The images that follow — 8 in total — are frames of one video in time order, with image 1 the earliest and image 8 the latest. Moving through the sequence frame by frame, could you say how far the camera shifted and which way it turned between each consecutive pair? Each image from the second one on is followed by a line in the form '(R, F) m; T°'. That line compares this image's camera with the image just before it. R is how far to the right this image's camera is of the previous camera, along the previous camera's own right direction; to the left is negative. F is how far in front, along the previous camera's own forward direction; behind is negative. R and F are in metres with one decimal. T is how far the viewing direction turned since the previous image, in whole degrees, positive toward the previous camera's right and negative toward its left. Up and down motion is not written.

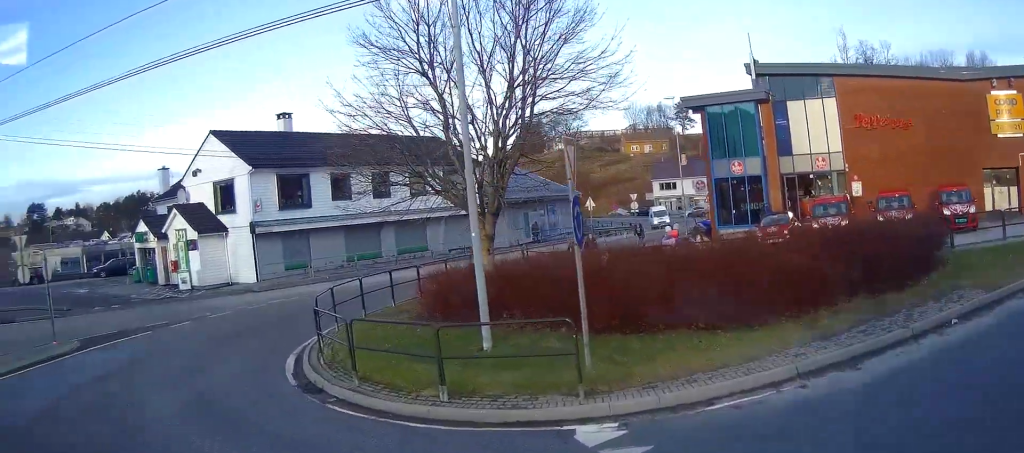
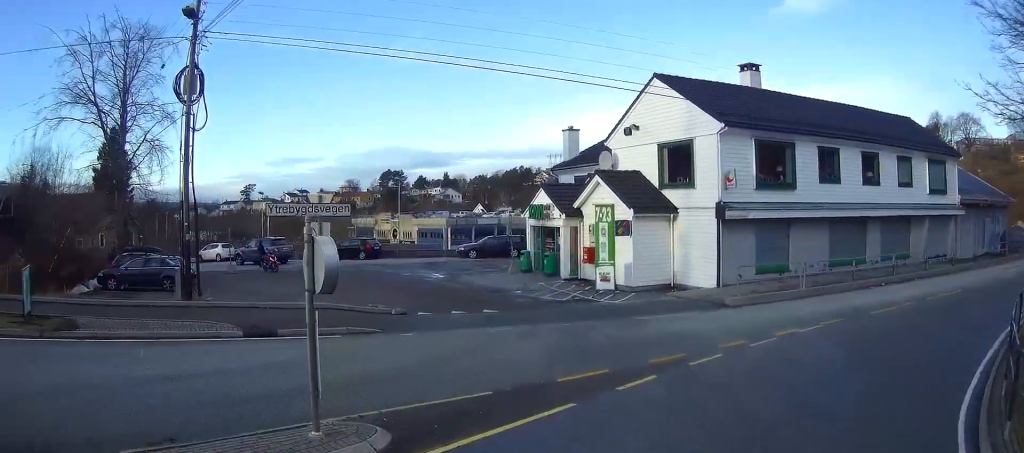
(-2.7, +9.6) m; -18°
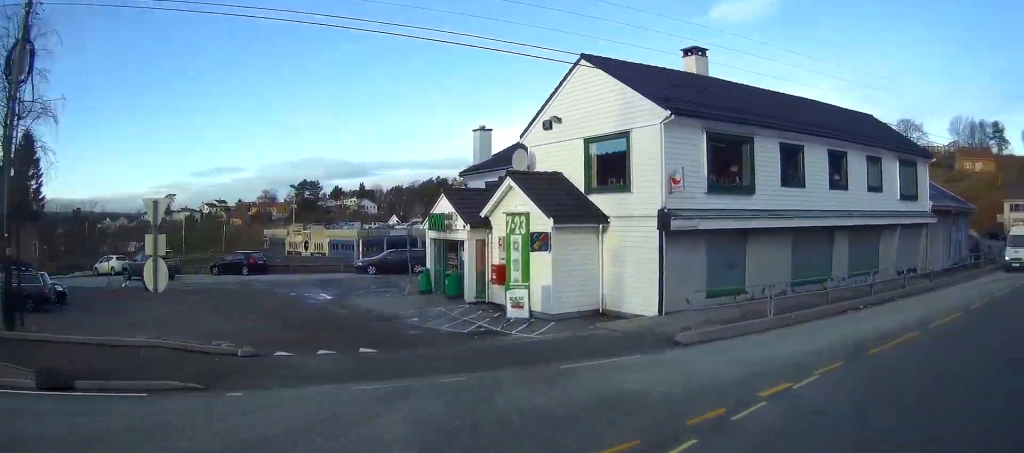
(+0.1, +3.9) m; +11°
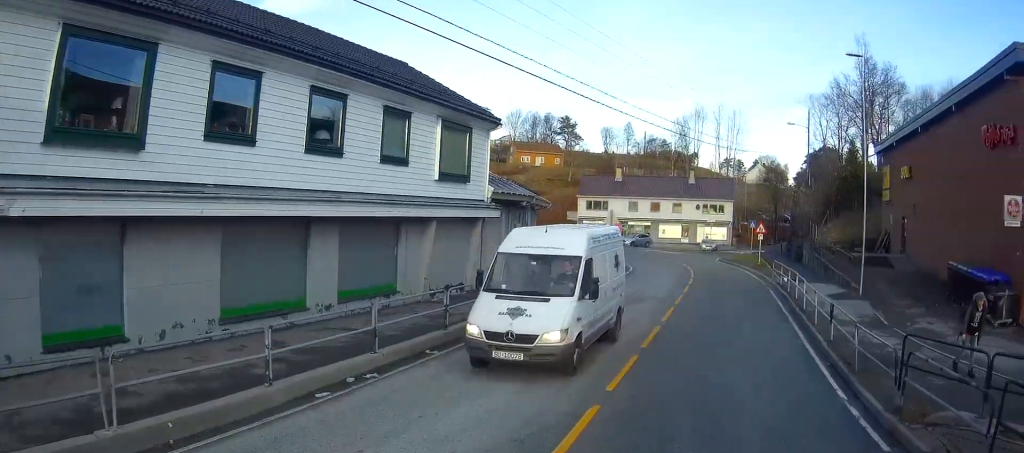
(+2.9, +8.4) m; +40°
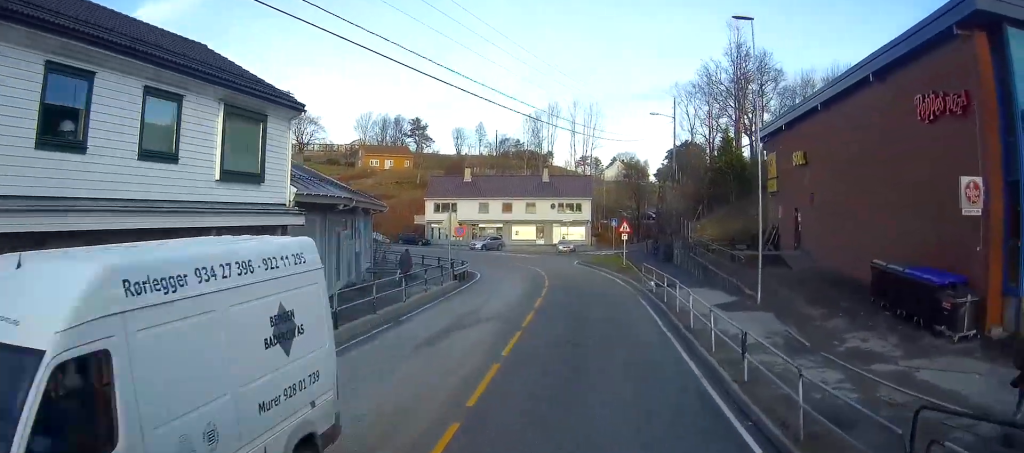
(+0.5, +3.8) m; +14°
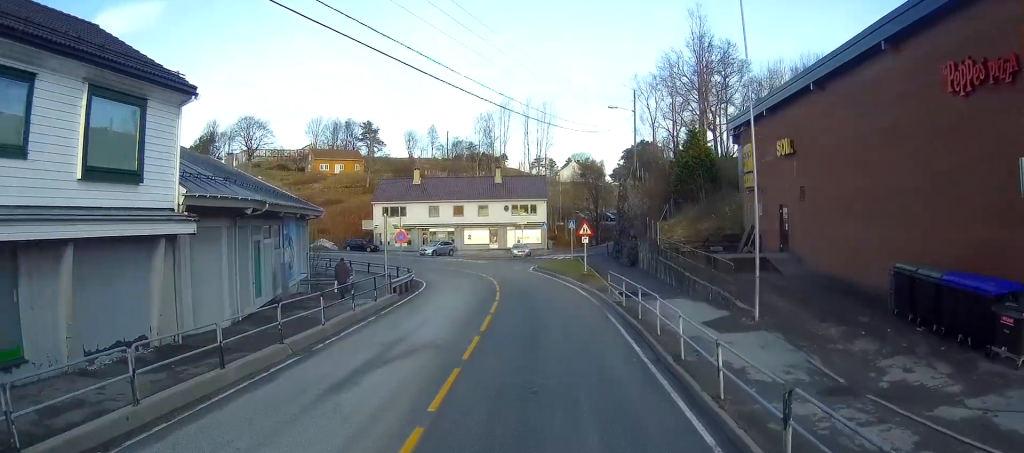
(+0.5, +3.4) m; +7°
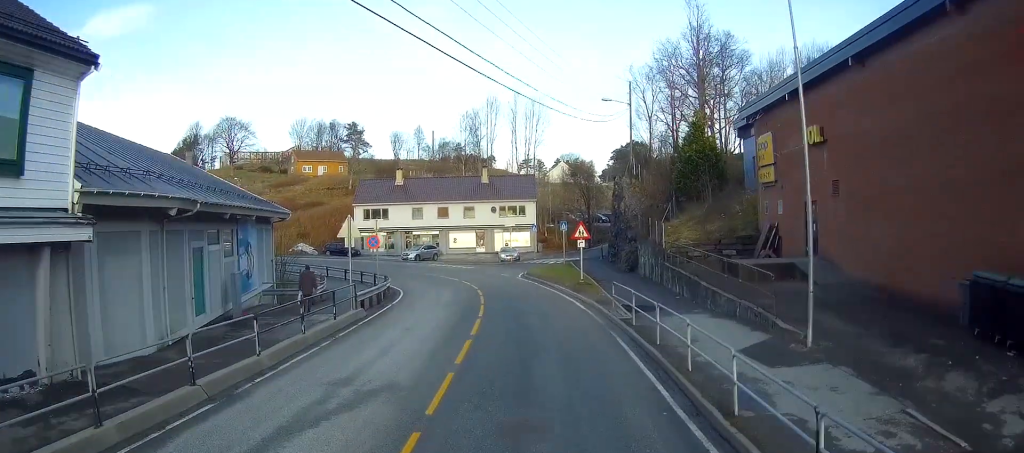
(+0.1, +3.4) m; +1°
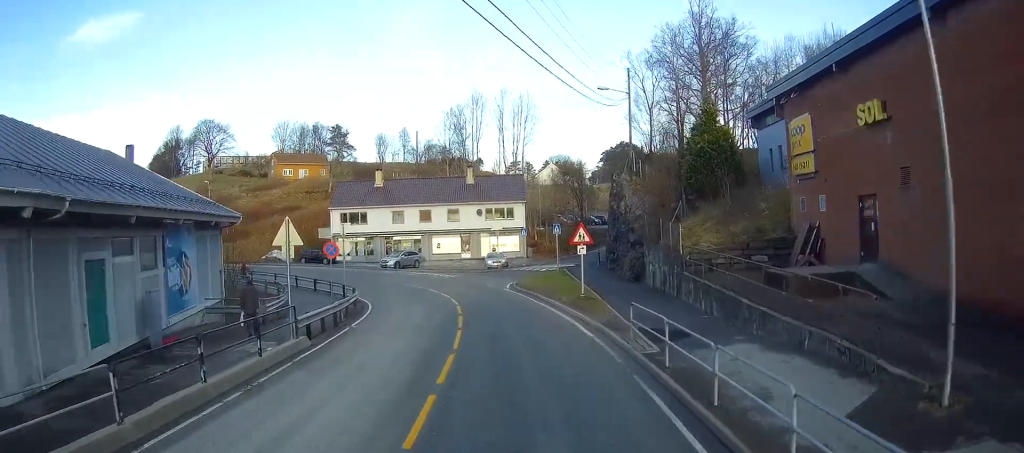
(0.0, +4.4) m; 0°
